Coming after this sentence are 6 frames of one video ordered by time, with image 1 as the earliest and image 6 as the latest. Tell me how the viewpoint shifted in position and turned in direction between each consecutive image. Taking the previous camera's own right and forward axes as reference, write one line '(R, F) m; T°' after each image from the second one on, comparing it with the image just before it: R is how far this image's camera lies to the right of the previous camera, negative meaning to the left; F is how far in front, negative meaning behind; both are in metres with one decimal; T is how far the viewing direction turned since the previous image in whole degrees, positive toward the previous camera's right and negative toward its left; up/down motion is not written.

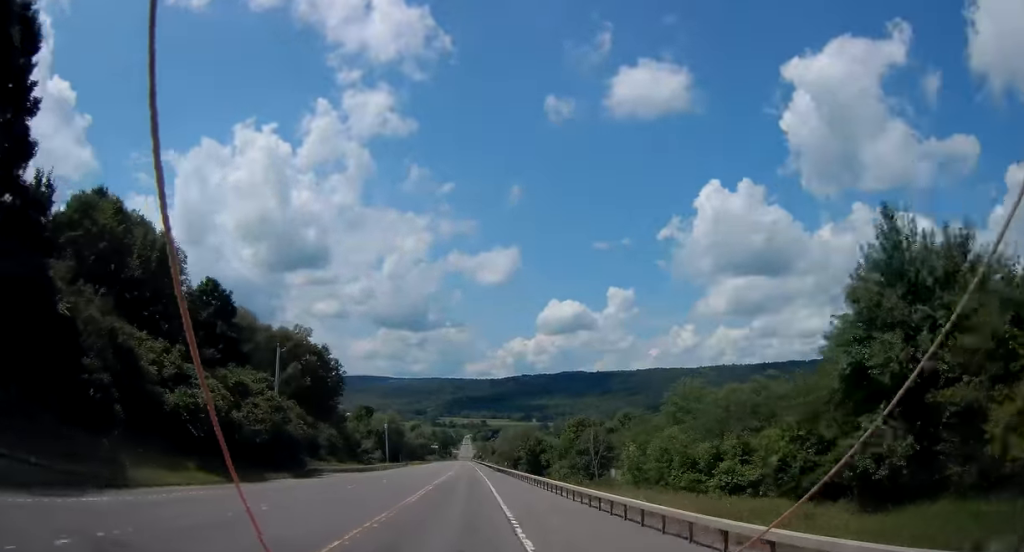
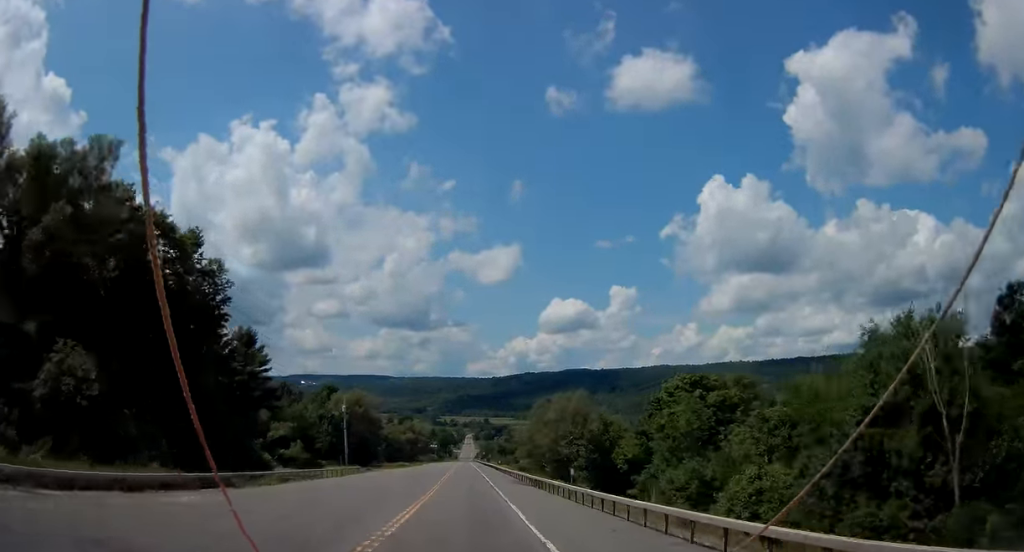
(-0.1, +50.2) m; +1°
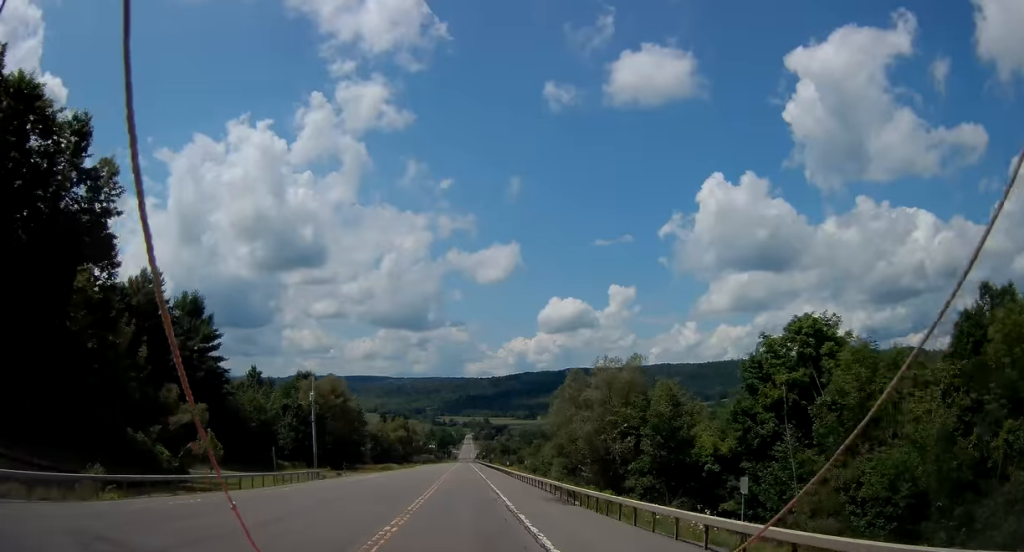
(+0.3, +19.3) m; 0°
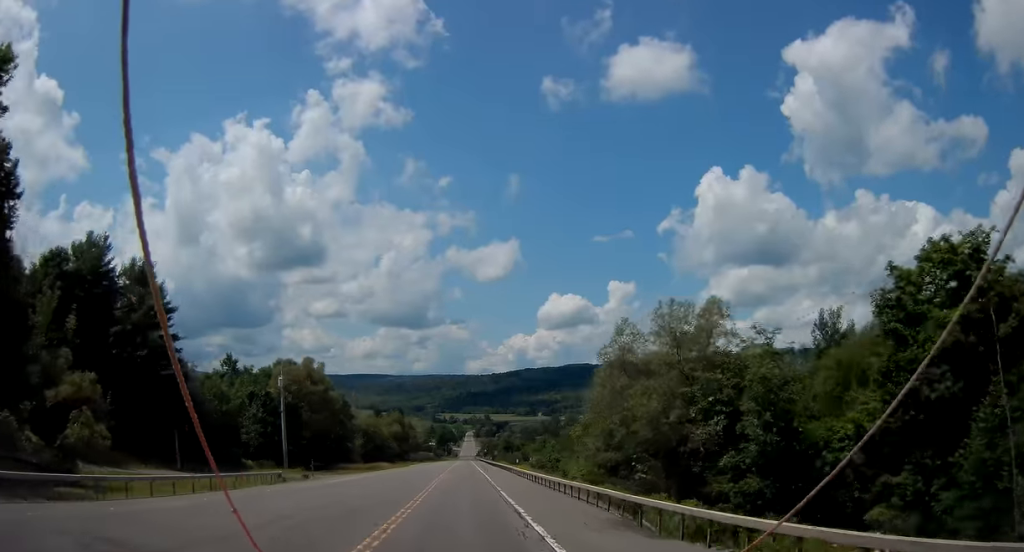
(-0.2, +13.0) m; -1°
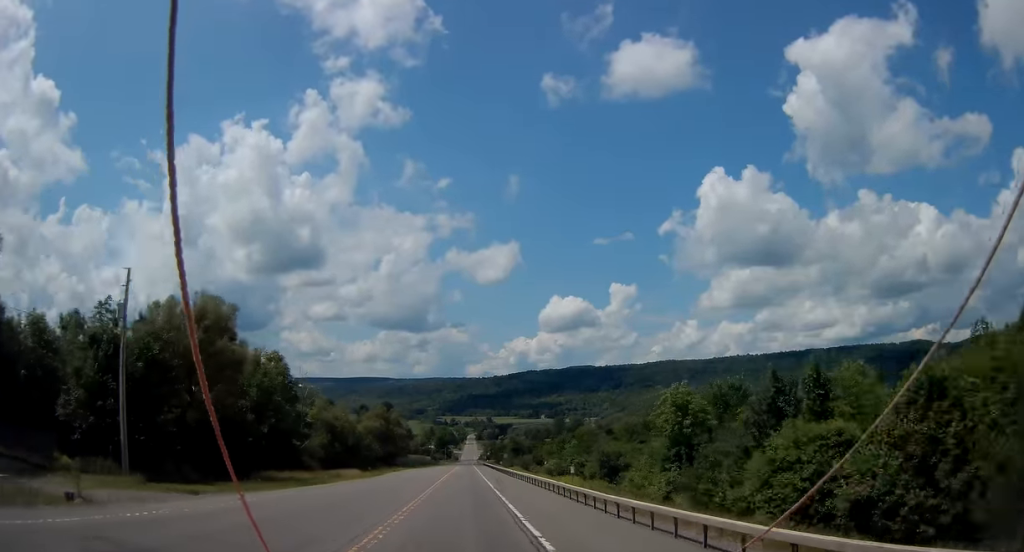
(-0.4, +31.0) m; 0°
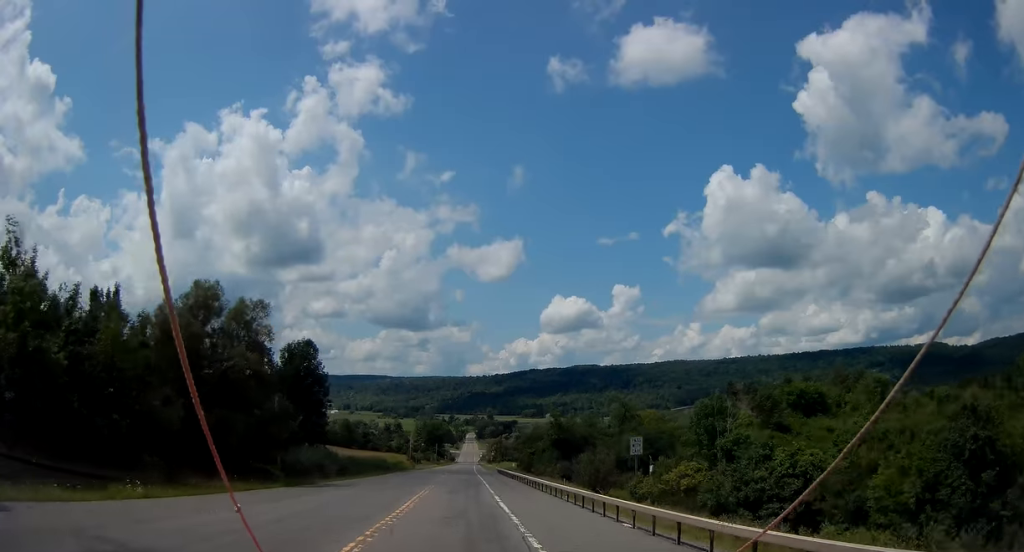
(+0.4, +86.1) m; 0°
